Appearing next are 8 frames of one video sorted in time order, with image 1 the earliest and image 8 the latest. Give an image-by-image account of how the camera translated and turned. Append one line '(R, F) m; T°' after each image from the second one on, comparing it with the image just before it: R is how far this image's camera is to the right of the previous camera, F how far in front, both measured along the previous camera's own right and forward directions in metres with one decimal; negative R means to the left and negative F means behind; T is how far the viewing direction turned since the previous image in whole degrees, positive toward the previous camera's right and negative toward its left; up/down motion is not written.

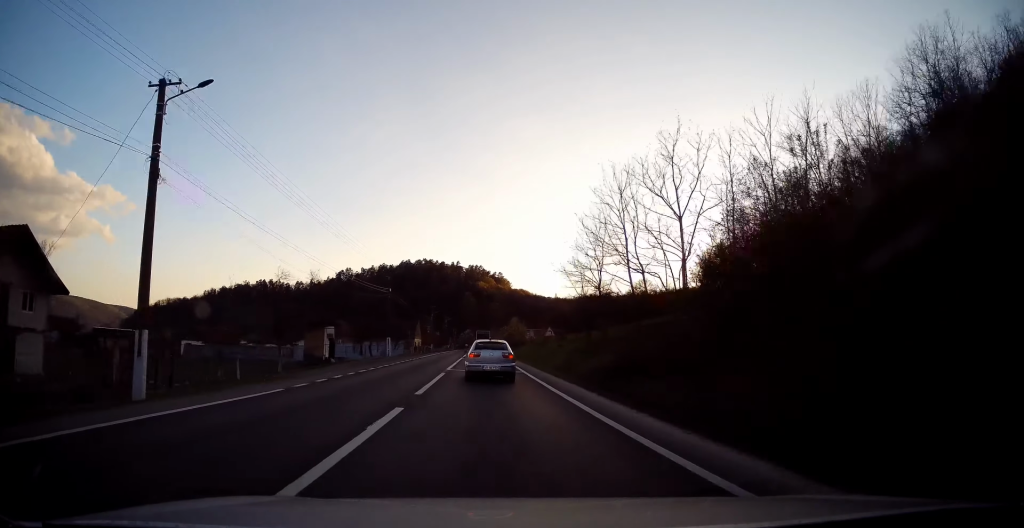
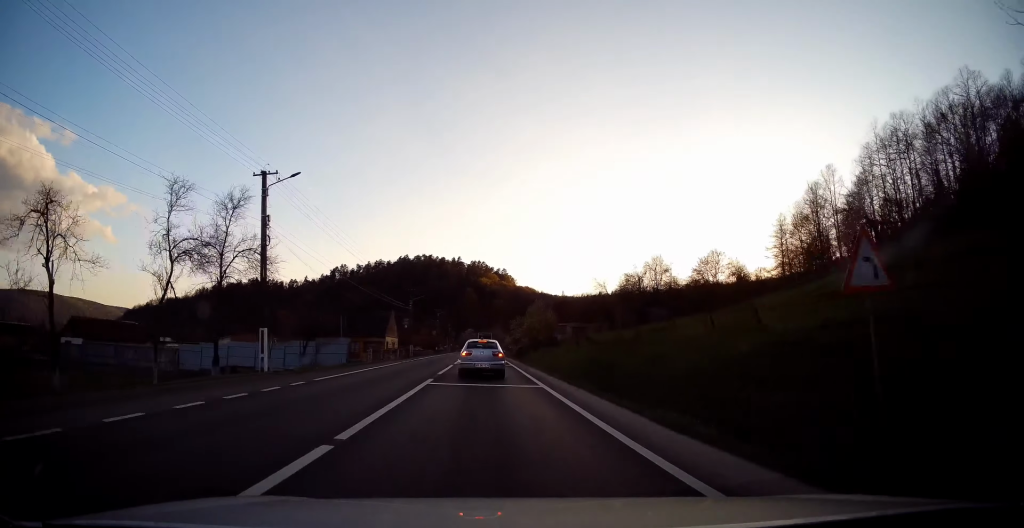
(+0.5, +29.6) m; 0°
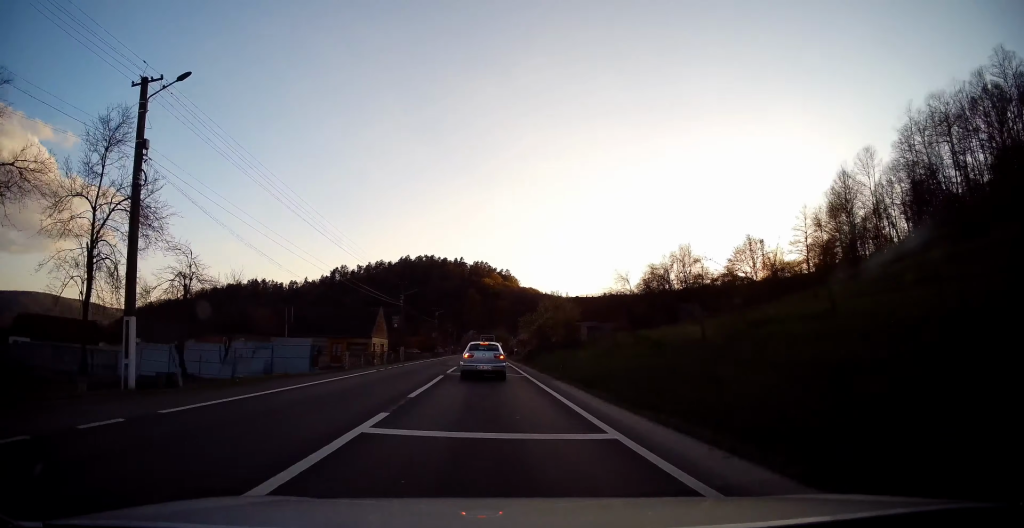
(0.0, +9.1) m; 0°
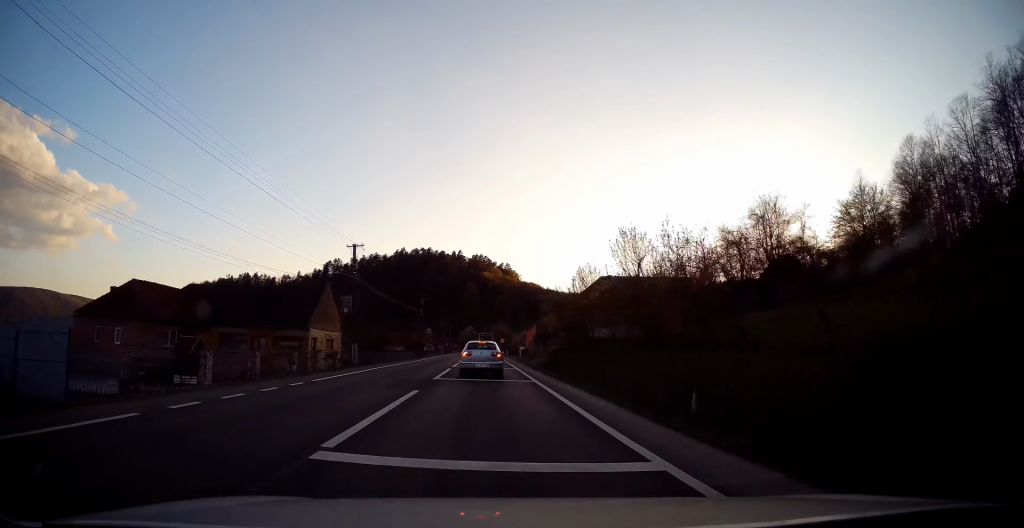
(-0.1, +19.2) m; 0°
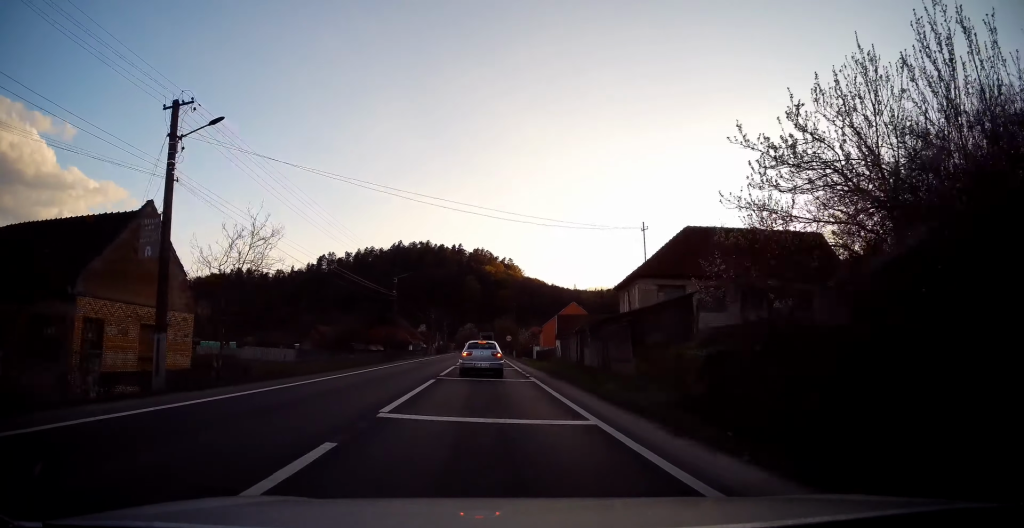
(+0.2, +21.9) m; +2°
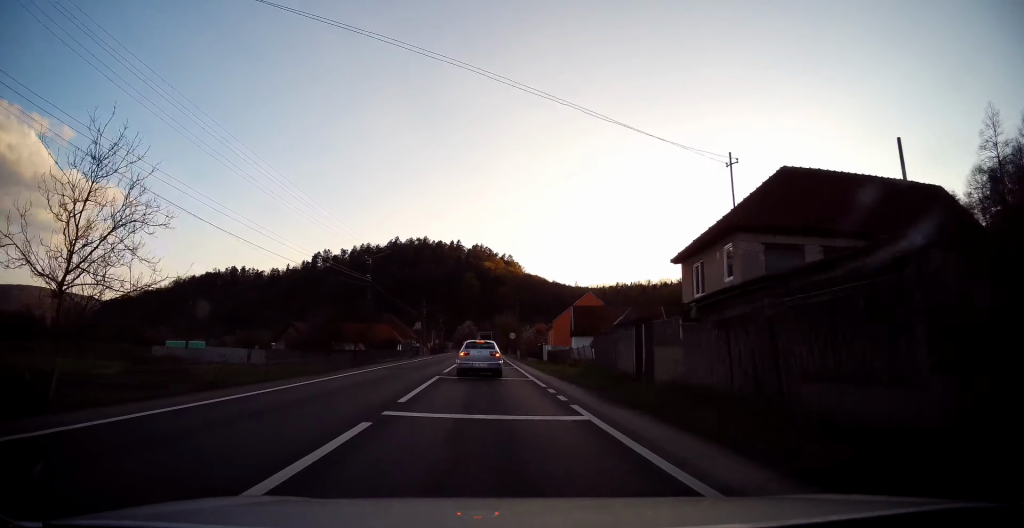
(+0.3, +10.6) m; 0°
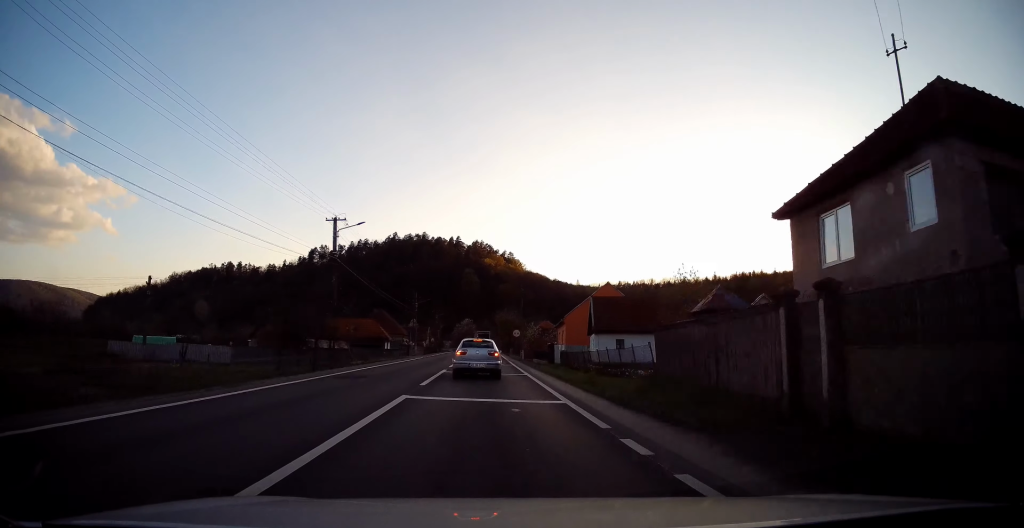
(-0.3, +8.3) m; 0°
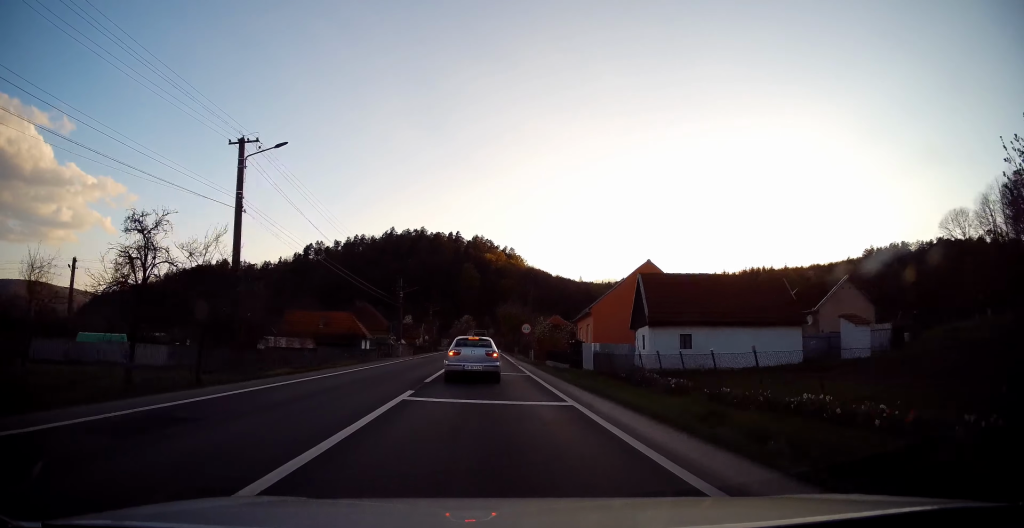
(+0.1, +12.1) m; 0°
